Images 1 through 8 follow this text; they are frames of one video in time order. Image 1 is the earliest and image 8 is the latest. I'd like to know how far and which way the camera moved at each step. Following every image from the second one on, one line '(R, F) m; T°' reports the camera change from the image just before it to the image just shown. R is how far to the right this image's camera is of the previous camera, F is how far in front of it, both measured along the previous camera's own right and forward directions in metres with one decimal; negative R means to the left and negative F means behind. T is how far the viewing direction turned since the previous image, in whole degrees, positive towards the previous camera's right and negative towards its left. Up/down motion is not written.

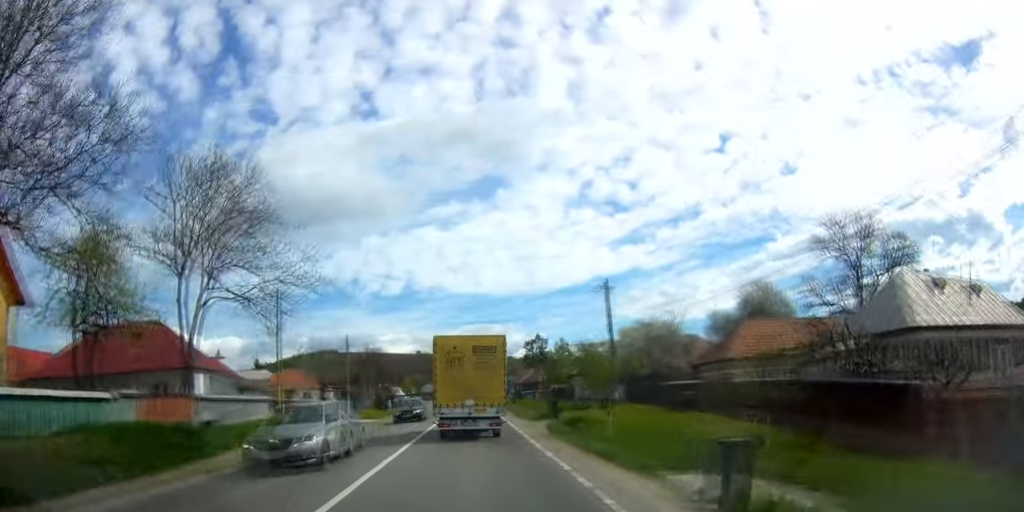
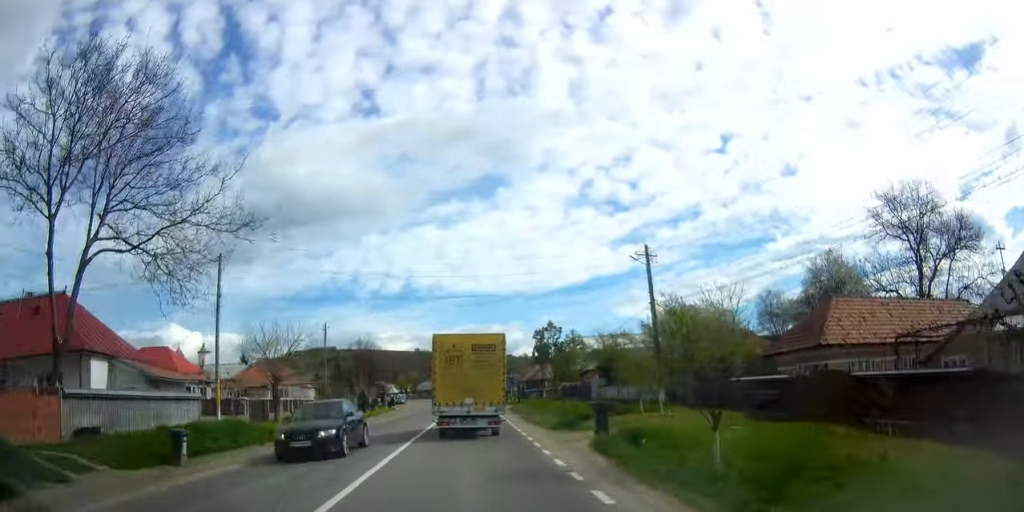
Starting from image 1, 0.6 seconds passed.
(+0.1, +9.6) m; 0°
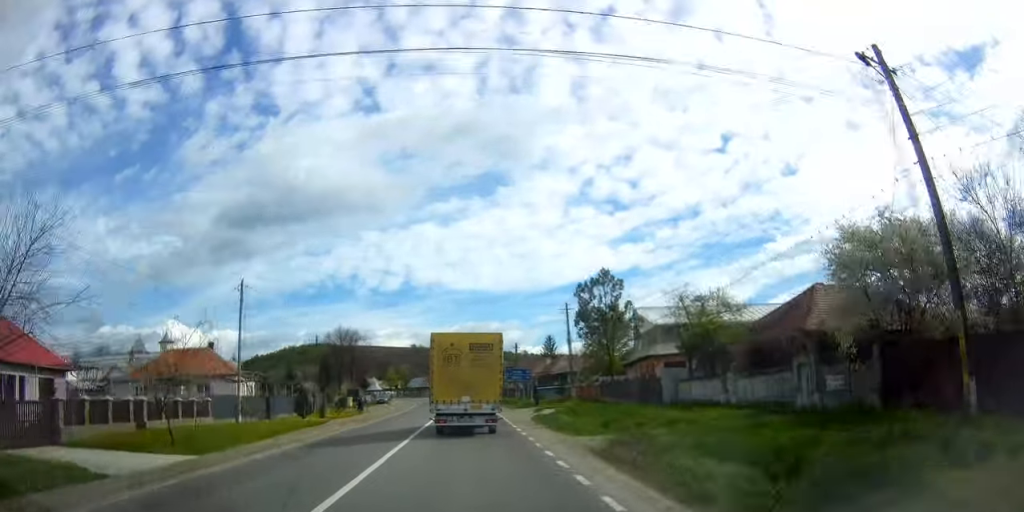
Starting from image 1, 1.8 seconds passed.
(-0.2, +20.5) m; 0°
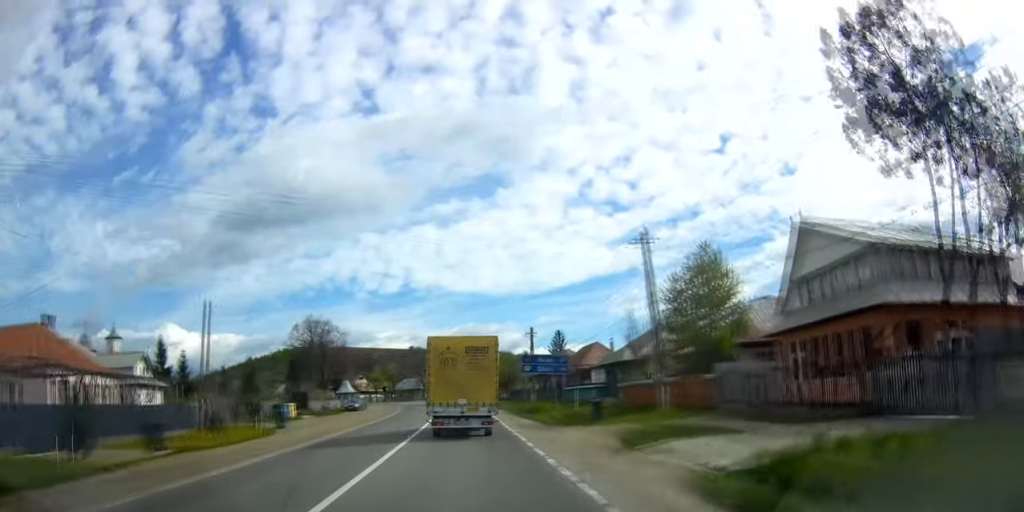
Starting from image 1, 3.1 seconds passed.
(+0.5, +23.1) m; 0°
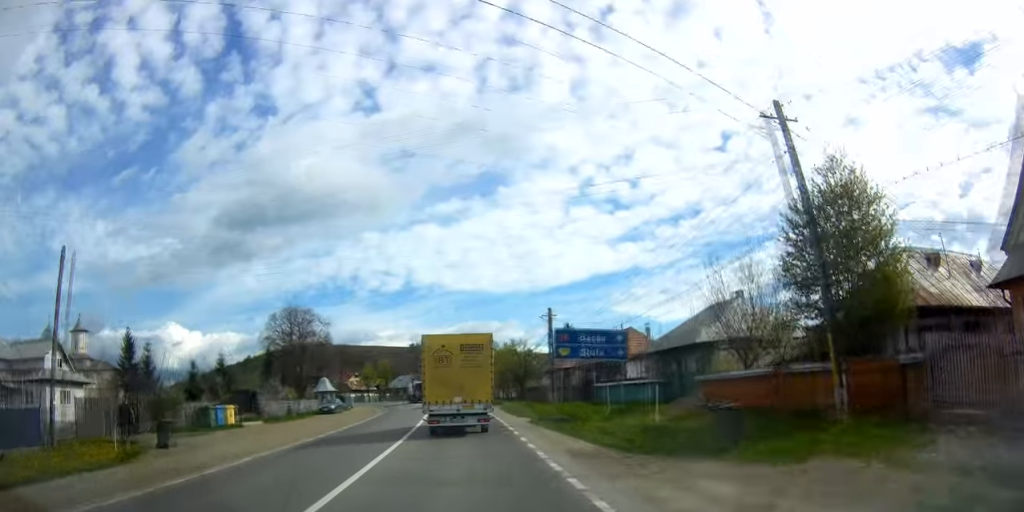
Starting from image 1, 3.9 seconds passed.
(-0.4, +12.8) m; 0°
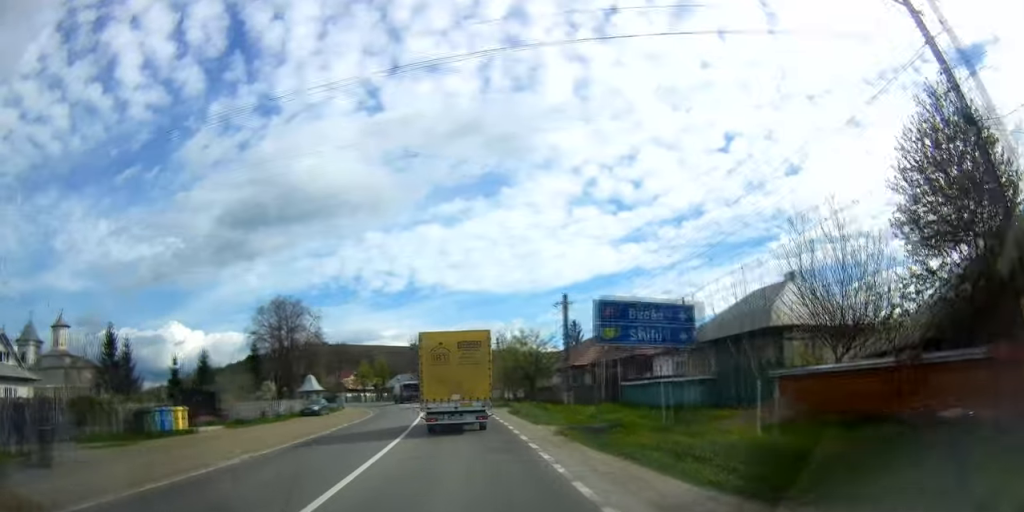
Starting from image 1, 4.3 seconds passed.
(-0.1, +6.8) m; 0°
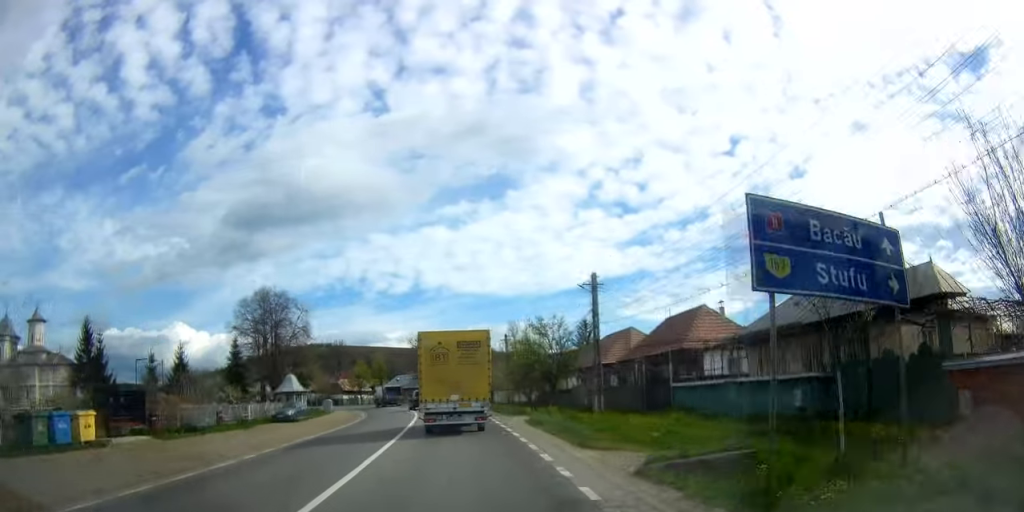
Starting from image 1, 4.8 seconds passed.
(+0.3, +8.2) m; 0°
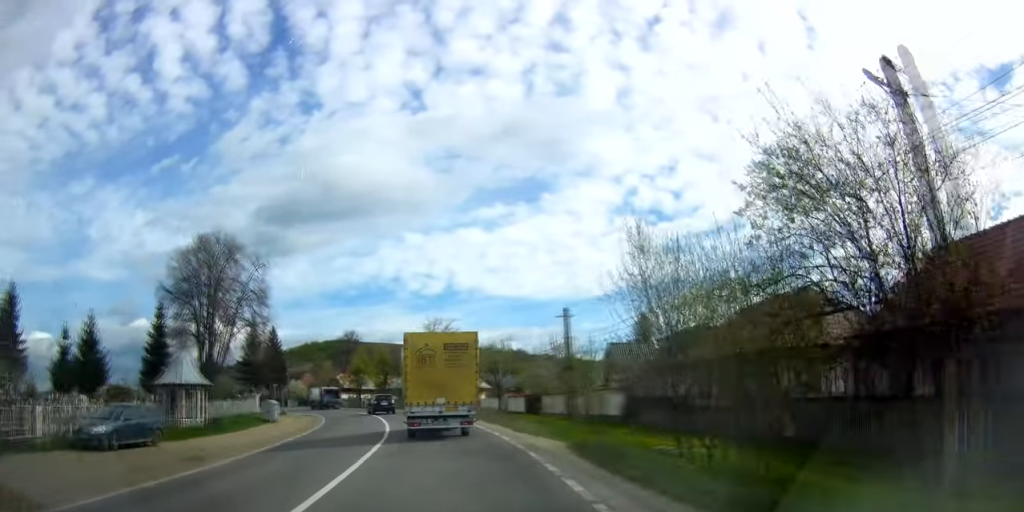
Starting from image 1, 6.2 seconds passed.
(-0.3, +25.2) m; 0°
